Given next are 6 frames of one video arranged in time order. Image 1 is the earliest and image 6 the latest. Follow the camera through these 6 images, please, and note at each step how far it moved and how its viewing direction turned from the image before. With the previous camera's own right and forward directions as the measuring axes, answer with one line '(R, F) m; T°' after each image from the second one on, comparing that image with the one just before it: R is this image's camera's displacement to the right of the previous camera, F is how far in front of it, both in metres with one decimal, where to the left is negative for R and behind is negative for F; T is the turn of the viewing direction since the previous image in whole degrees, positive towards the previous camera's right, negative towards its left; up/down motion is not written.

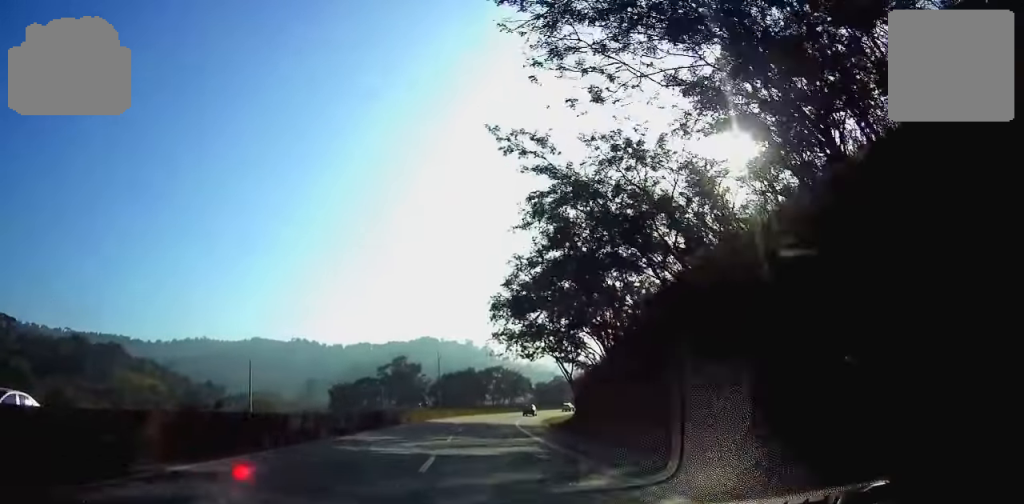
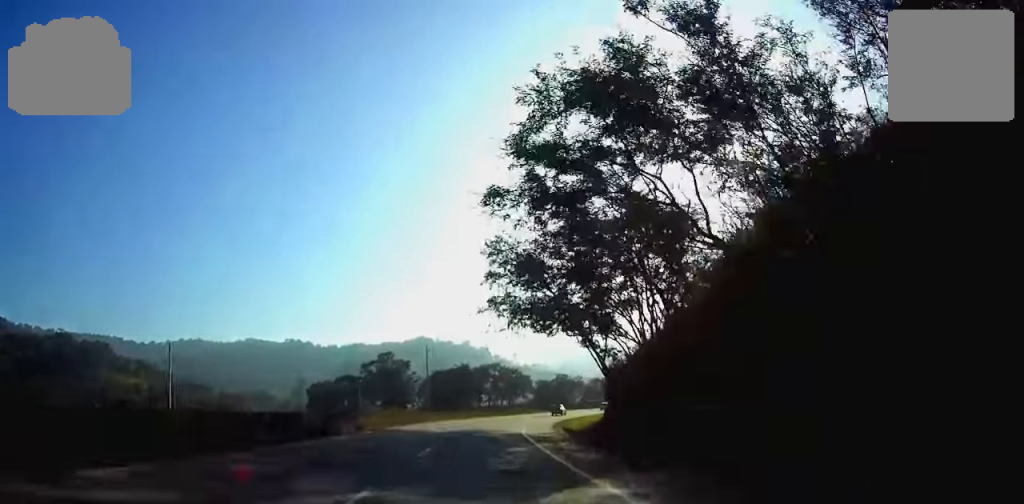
(-0.1, +19.3) m; 0°
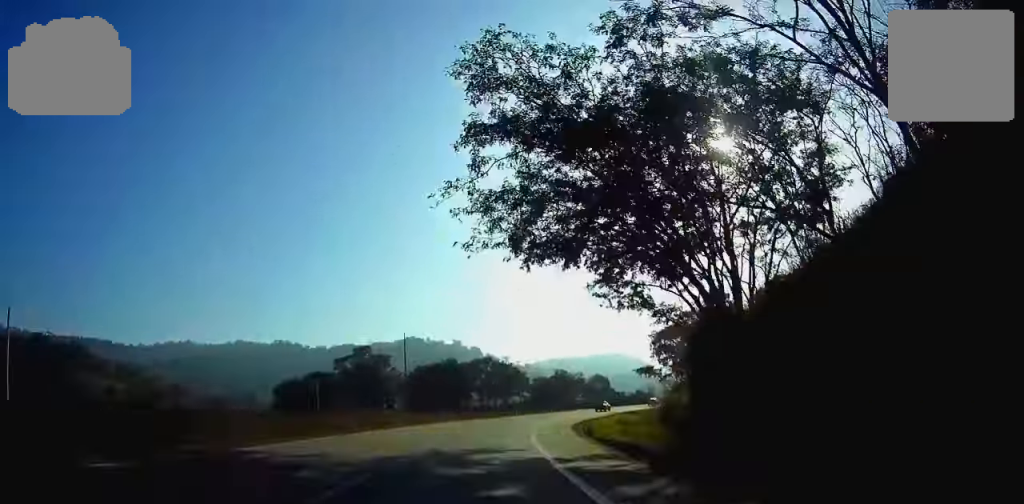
(+0.2, +21.5) m; +1°
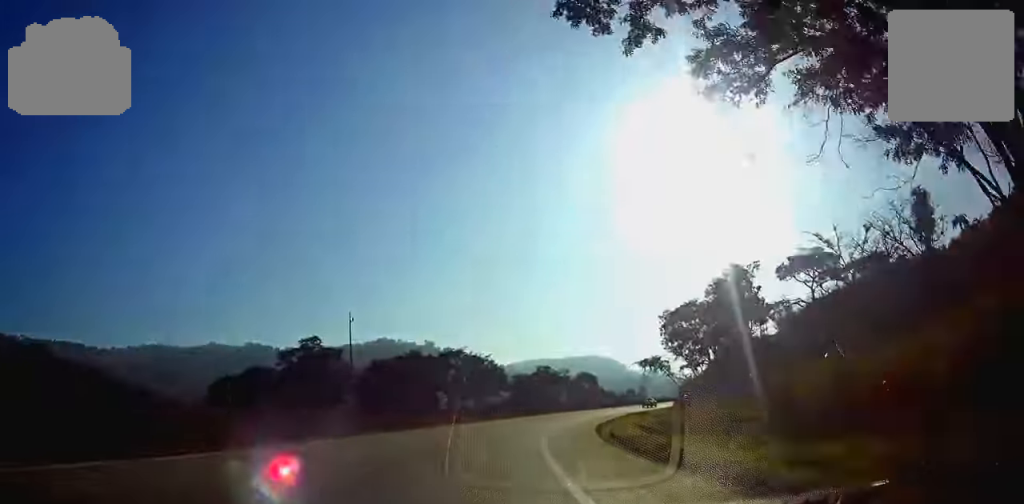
(0.0, +24.7) m; +3°
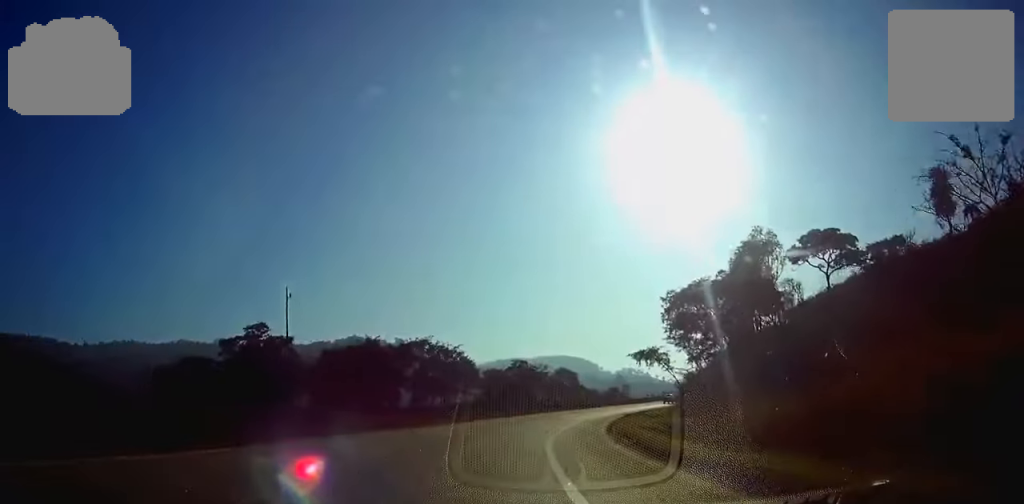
(+0.8, +16.3) m; +2°
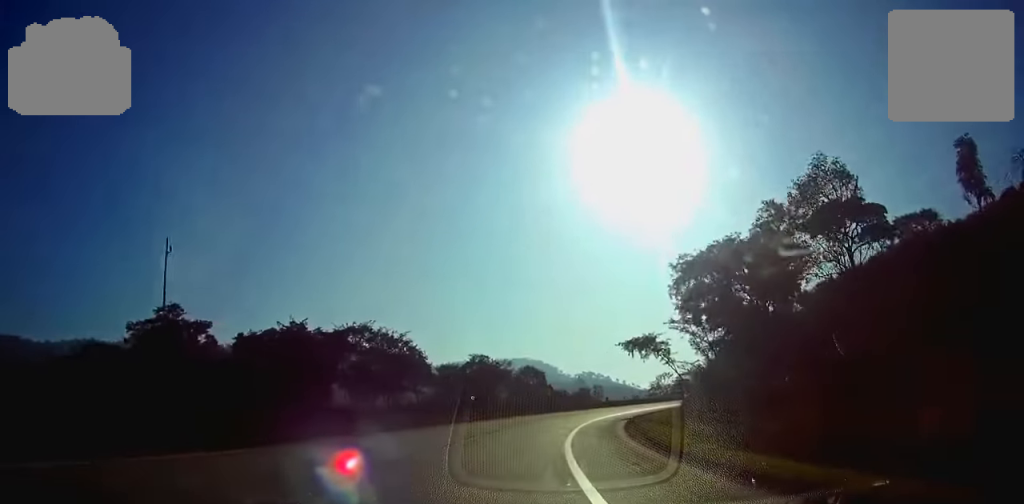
(+0.4, +20.2) m; +3°
